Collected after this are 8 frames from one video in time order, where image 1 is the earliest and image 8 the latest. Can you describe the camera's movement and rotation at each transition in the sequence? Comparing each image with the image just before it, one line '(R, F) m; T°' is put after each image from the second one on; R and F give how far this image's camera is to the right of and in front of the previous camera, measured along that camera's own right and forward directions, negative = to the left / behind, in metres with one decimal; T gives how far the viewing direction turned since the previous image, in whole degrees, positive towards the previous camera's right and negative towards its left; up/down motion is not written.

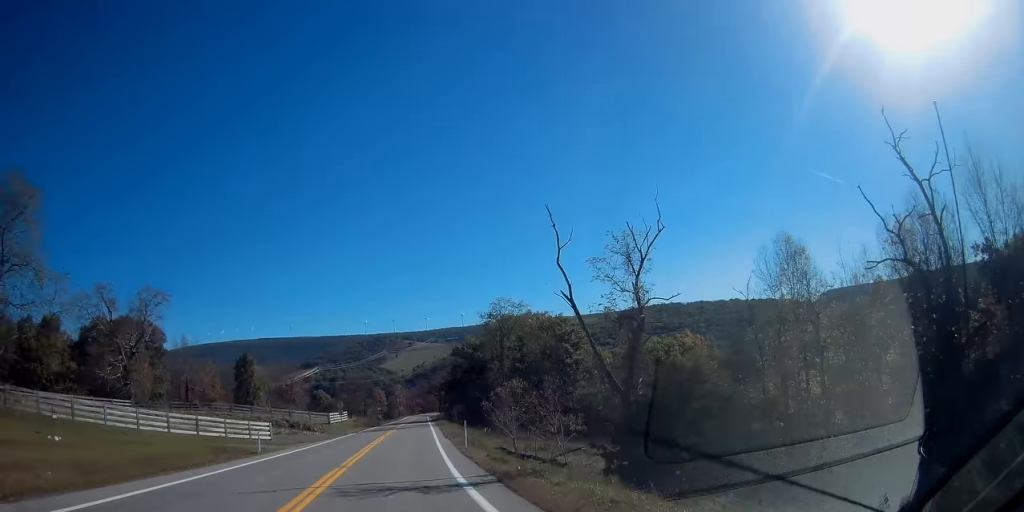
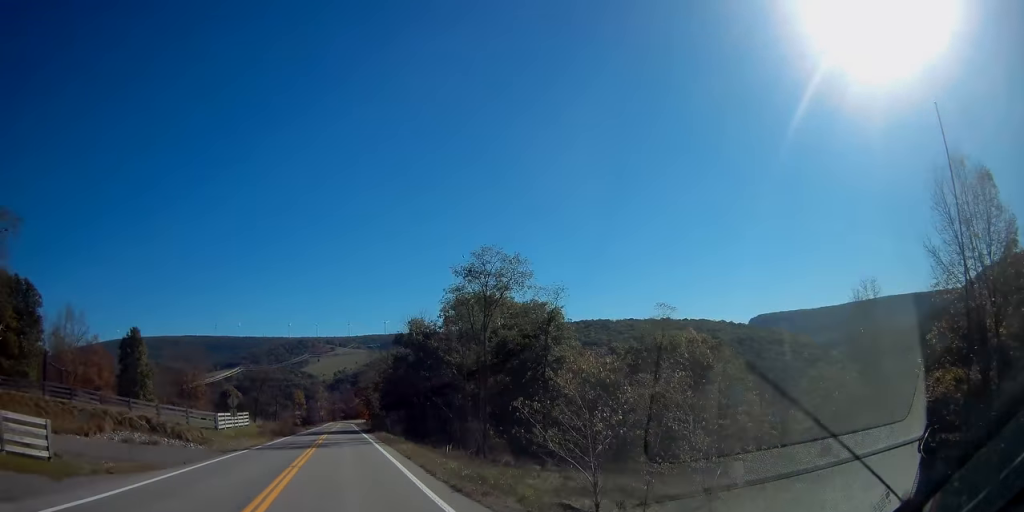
(+1.8, +23.8) m; +7°
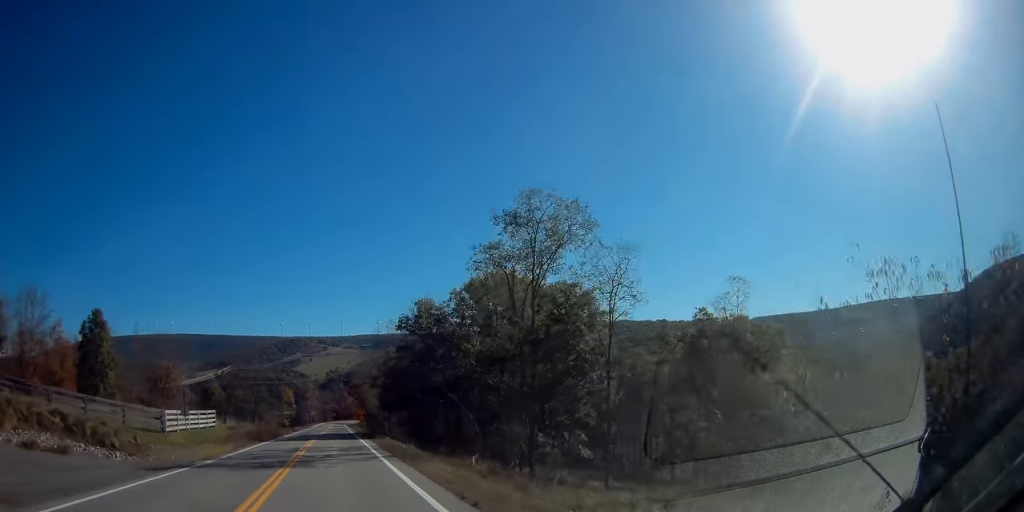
(0.0, +12.0) m; +1°
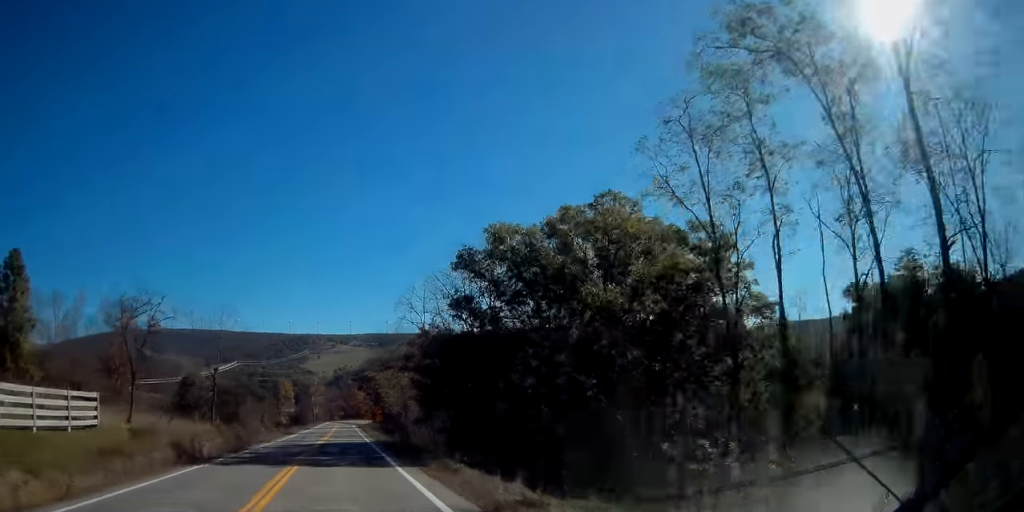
(+0.3, +23.6) m; +1°
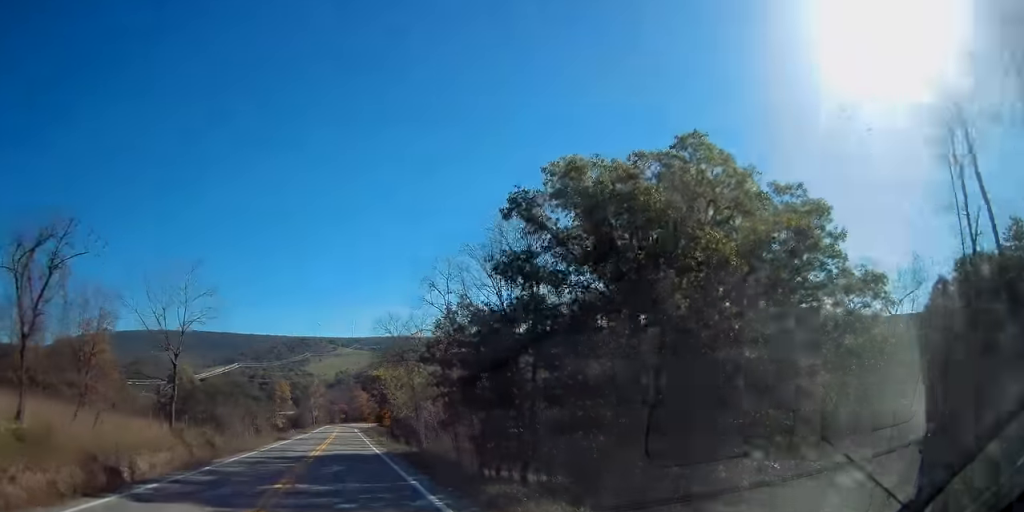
(0.0, +9.8) m; 0°
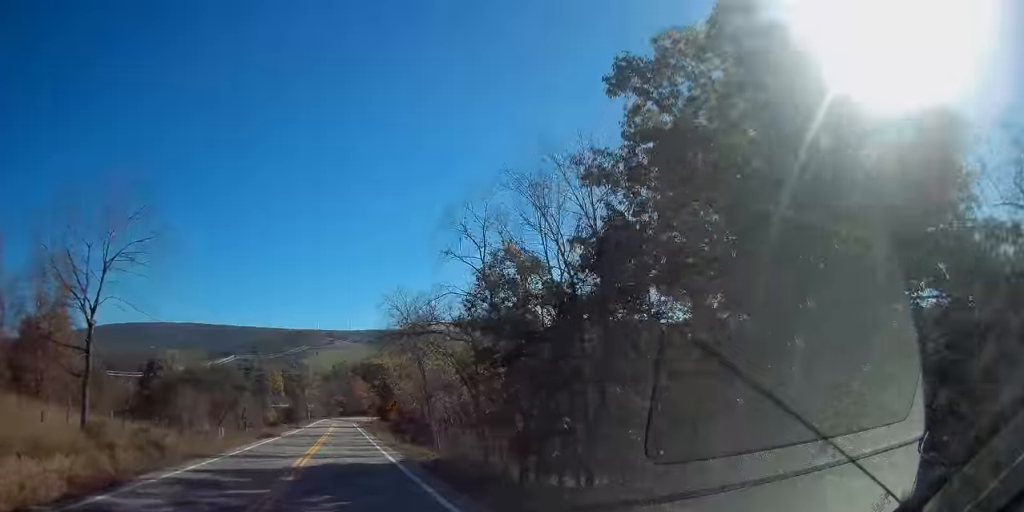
(0.0, +10.3) m; 0°
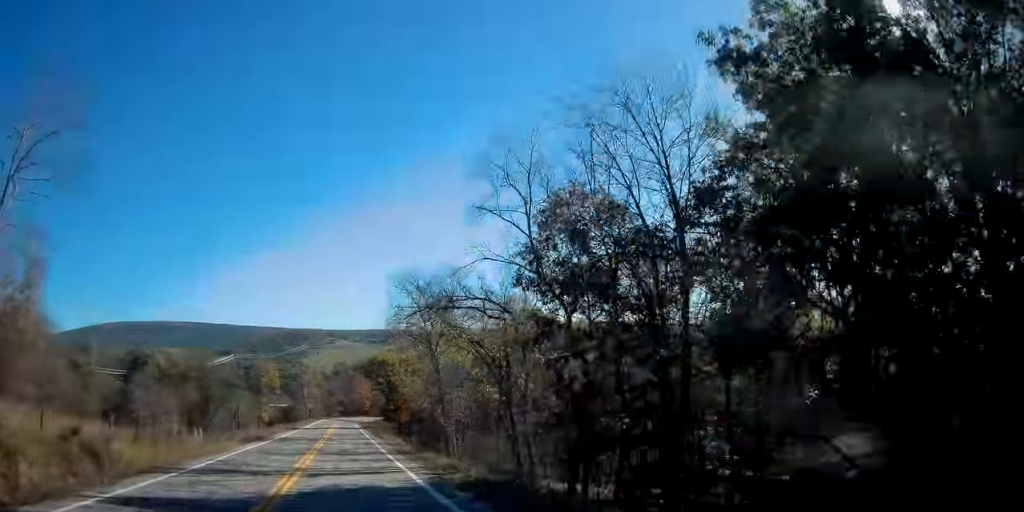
(0.0, +7.1) m; 0°
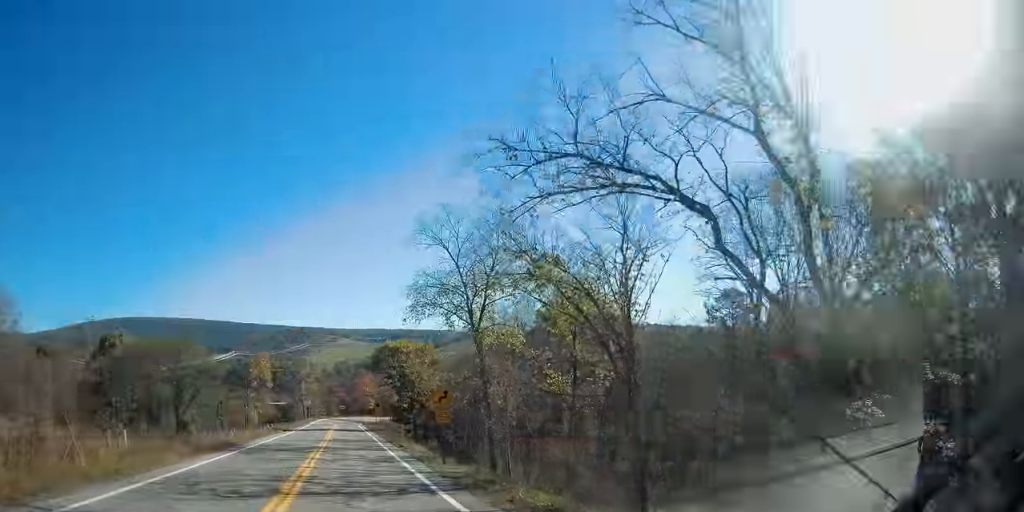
(0.0, +13.6) m; +1°
